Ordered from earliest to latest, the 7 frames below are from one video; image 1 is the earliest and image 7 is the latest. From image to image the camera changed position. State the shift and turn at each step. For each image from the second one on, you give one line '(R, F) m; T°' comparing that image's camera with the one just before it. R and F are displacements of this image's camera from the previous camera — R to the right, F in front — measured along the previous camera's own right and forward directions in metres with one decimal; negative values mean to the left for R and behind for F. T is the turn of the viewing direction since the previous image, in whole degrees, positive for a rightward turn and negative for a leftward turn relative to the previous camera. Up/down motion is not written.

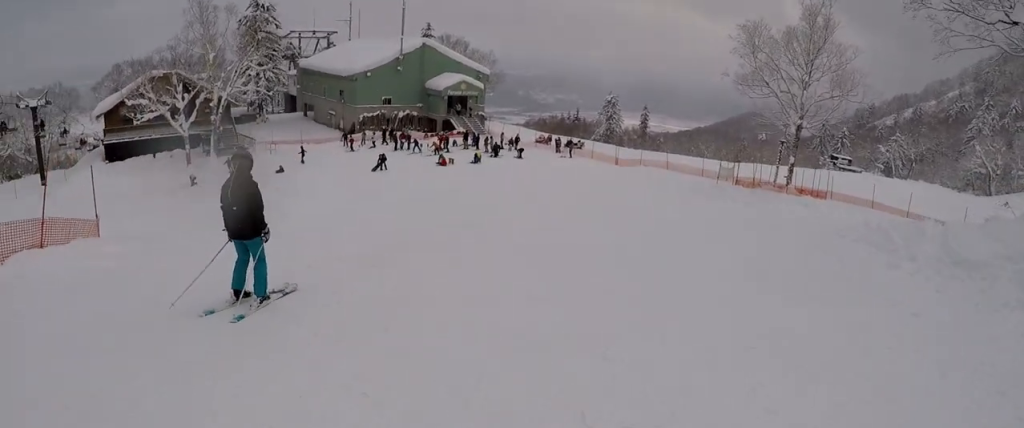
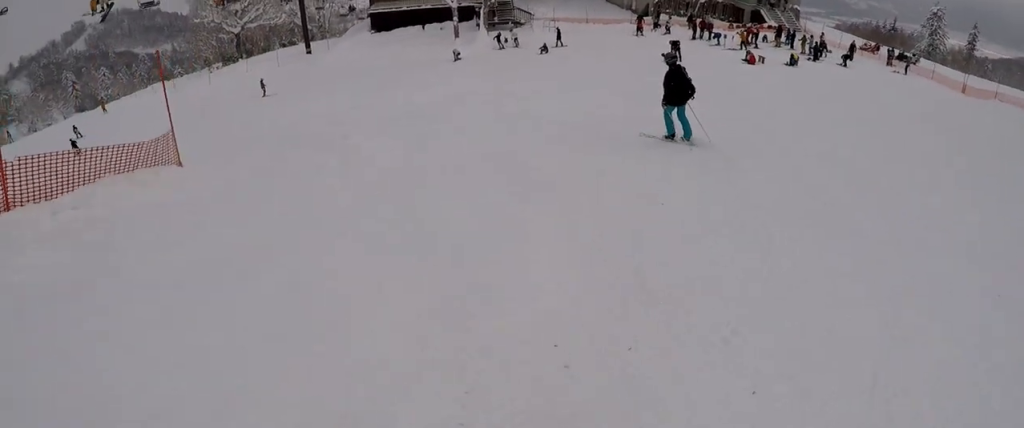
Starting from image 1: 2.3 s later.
(-0.8, +7.1) m; -13°
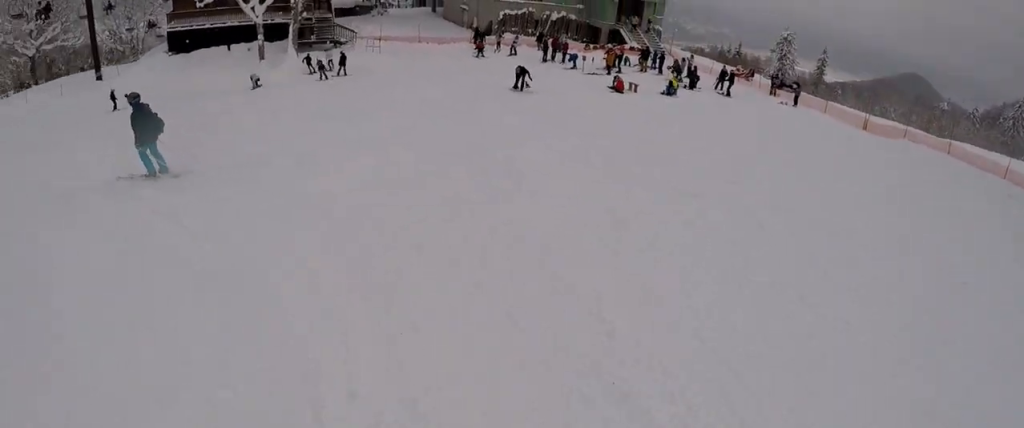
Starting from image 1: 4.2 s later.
(-0.1, +8.0) m; -5°
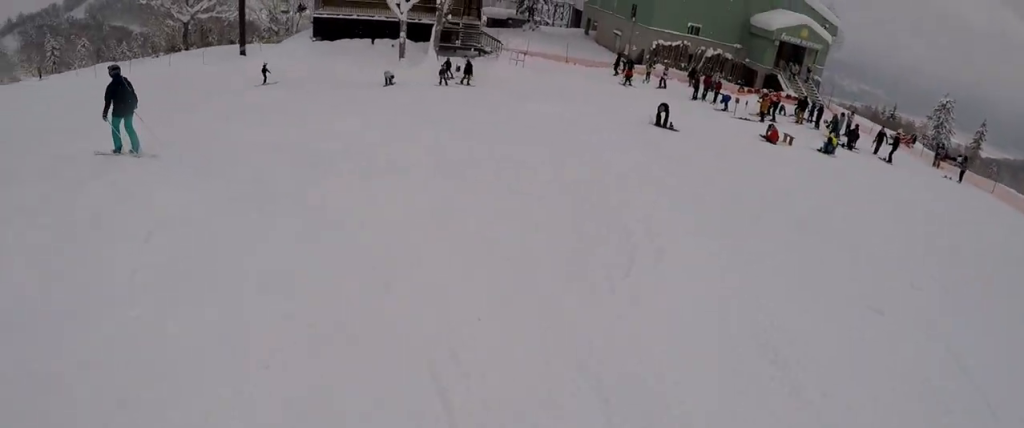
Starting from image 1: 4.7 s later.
(-0.5, +2.4) m; -10°
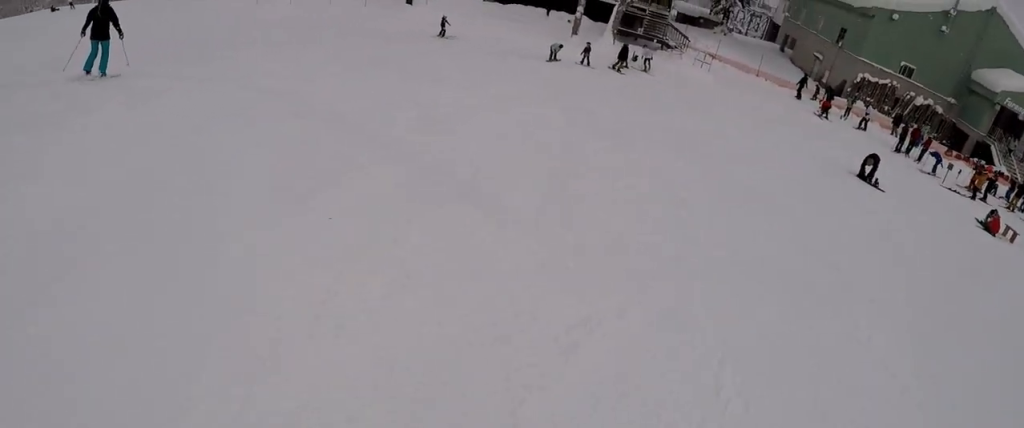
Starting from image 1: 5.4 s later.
(-0.5, +3.8) m; -14°
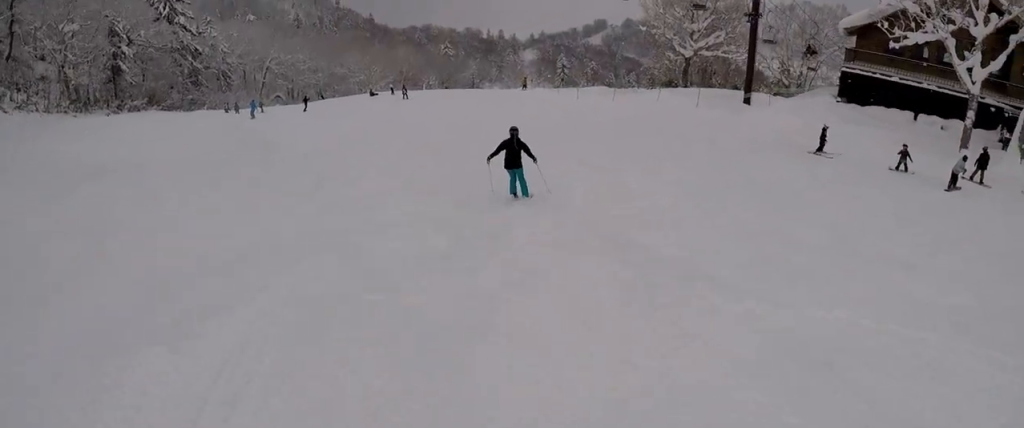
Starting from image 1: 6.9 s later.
(-1.9, +7.6) m; -20°
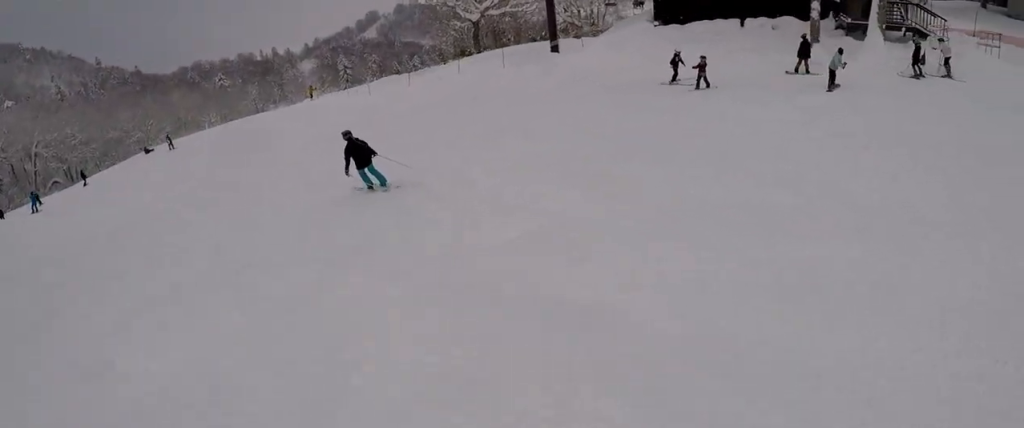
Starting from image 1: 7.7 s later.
(+0.1, +5.1) m; -2°
